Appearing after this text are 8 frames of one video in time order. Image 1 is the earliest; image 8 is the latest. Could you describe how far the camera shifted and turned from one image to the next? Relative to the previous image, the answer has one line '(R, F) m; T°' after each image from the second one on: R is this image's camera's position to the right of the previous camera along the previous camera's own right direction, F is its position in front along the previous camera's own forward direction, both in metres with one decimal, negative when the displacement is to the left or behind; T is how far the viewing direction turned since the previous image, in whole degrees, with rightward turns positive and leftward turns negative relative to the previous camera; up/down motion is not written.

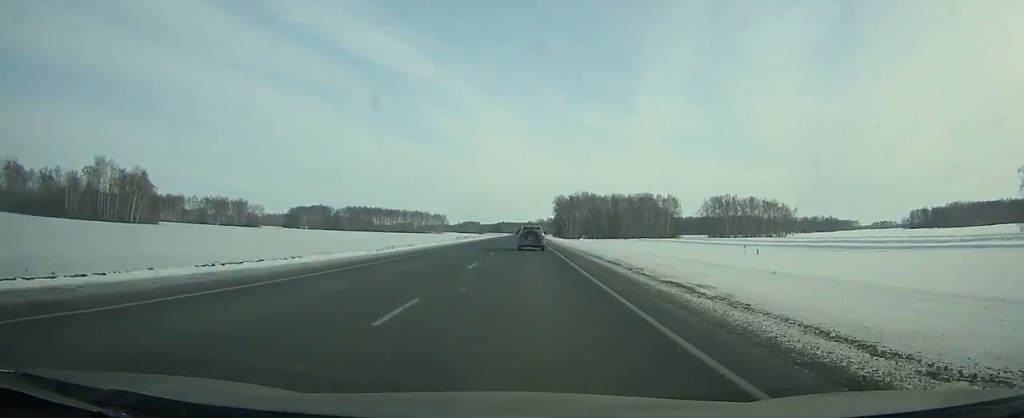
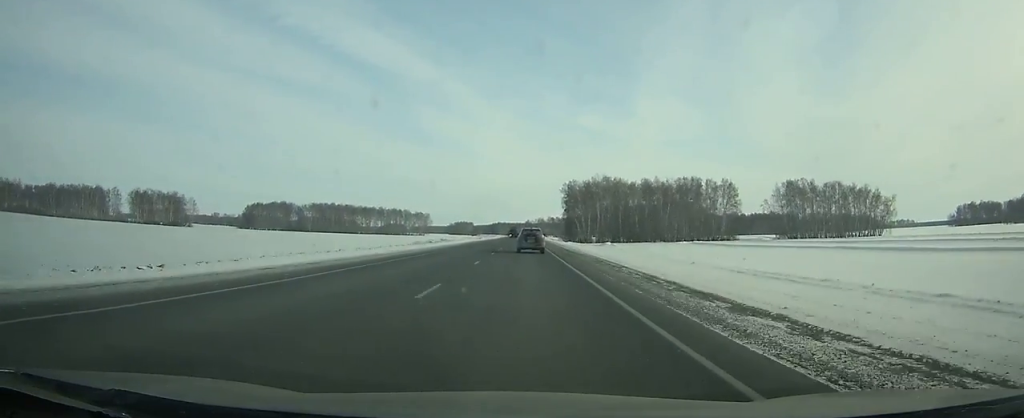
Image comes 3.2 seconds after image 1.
(+0.1, +92.8) m; 0°
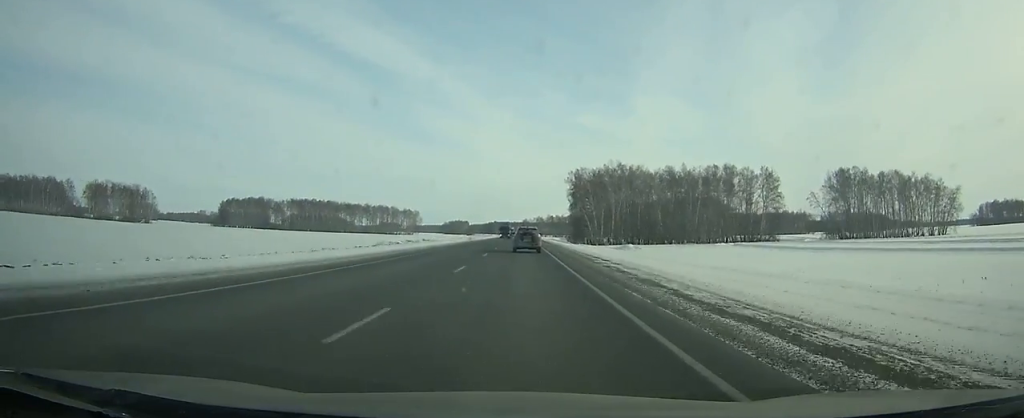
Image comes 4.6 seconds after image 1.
(0.0, +40.9) m; 0°
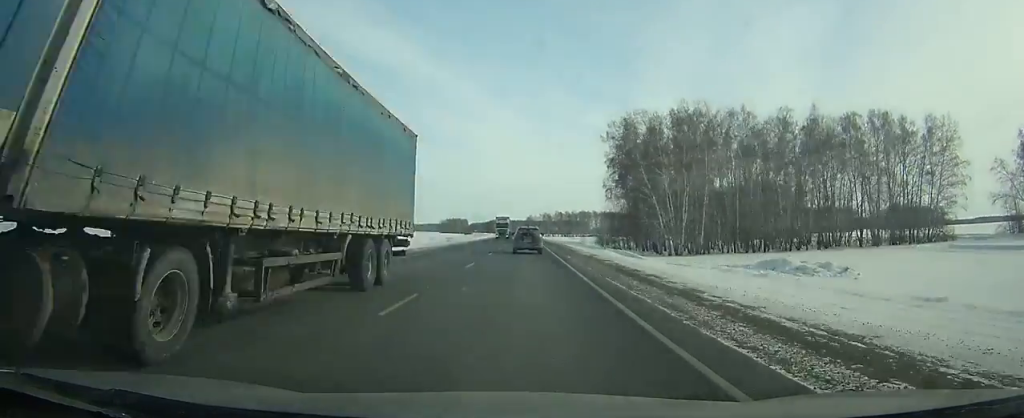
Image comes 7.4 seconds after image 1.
(0.0, +81.7) m; 0°
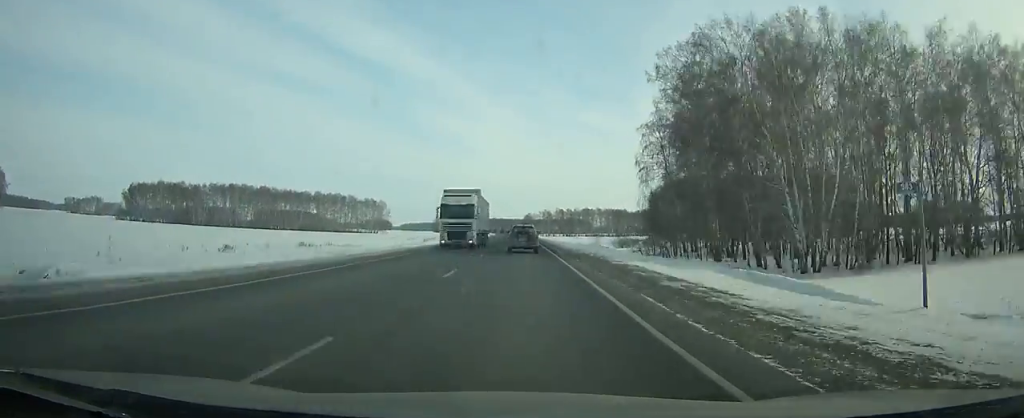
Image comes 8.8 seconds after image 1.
(0.0, +40.9) m; 0°
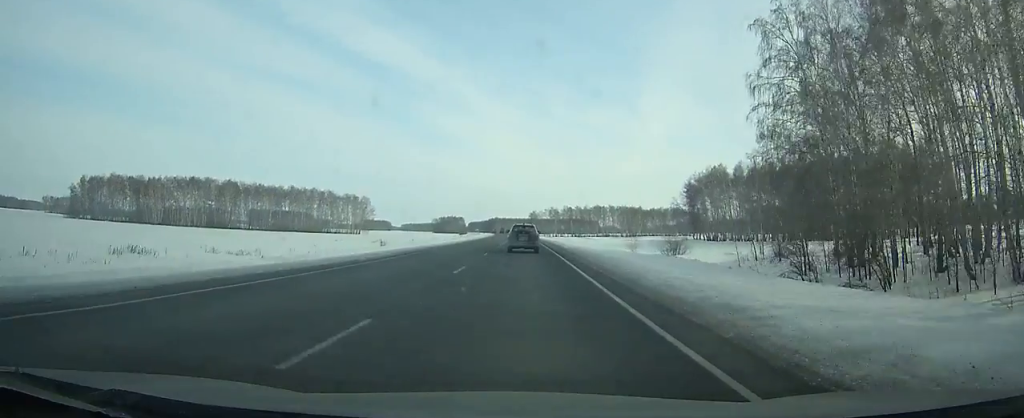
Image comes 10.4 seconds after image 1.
(-0.1, +46.7) m; 0°
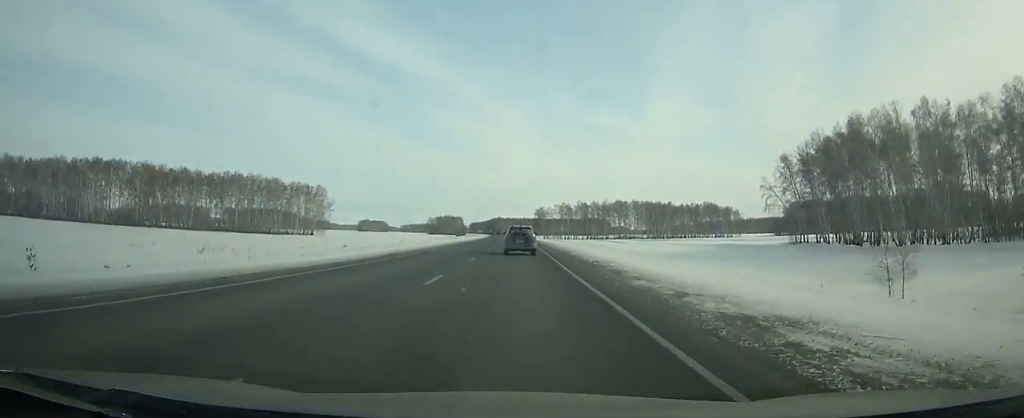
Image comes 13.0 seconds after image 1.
(-0.1, +75.6) m; -1°
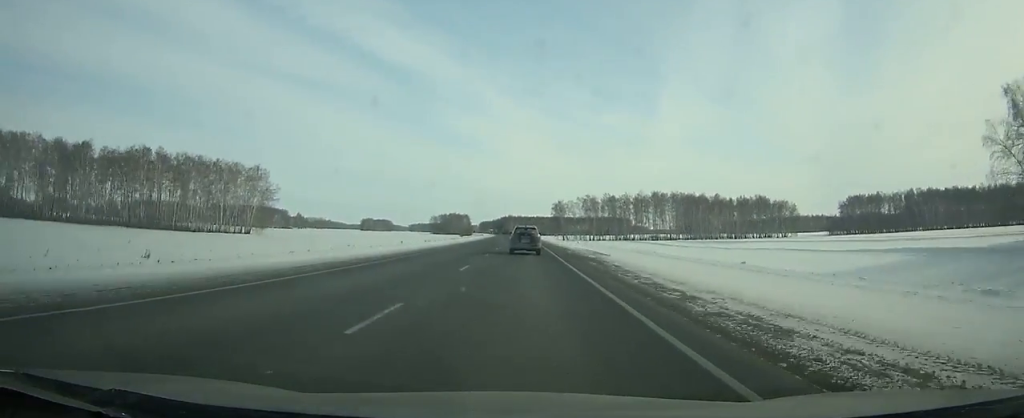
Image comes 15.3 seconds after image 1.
(-0.6, +66.6) m; -1°
